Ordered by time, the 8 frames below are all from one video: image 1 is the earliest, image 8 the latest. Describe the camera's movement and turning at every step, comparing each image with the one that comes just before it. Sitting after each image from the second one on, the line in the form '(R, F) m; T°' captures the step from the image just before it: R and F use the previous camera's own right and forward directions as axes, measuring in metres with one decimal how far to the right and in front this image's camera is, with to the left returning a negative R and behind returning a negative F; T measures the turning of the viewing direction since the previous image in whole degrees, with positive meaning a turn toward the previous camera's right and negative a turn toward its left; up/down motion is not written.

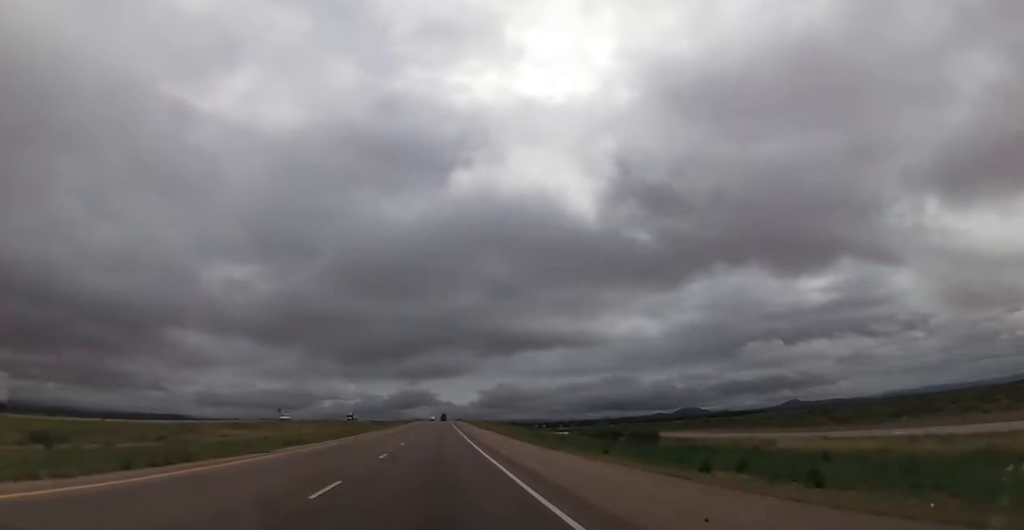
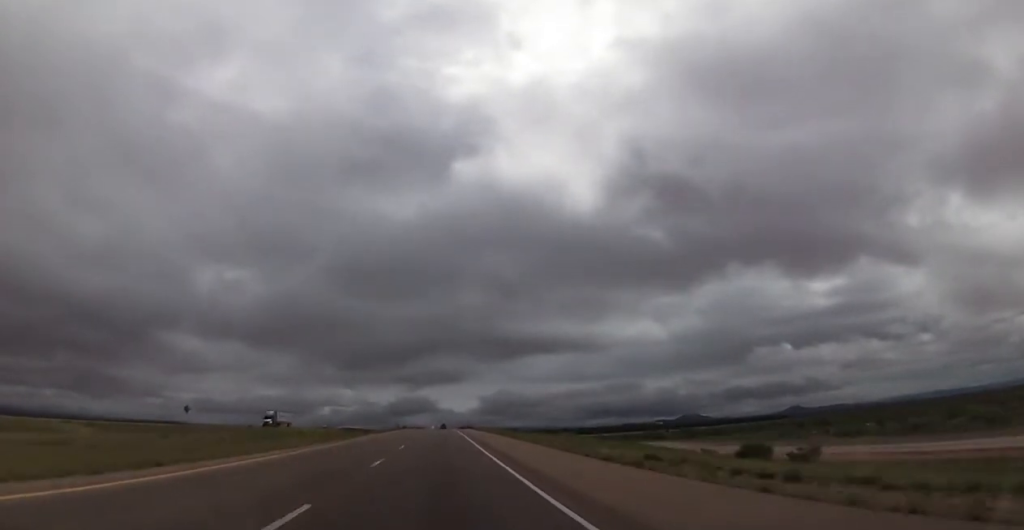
(0.0, +76.9) m; 0°
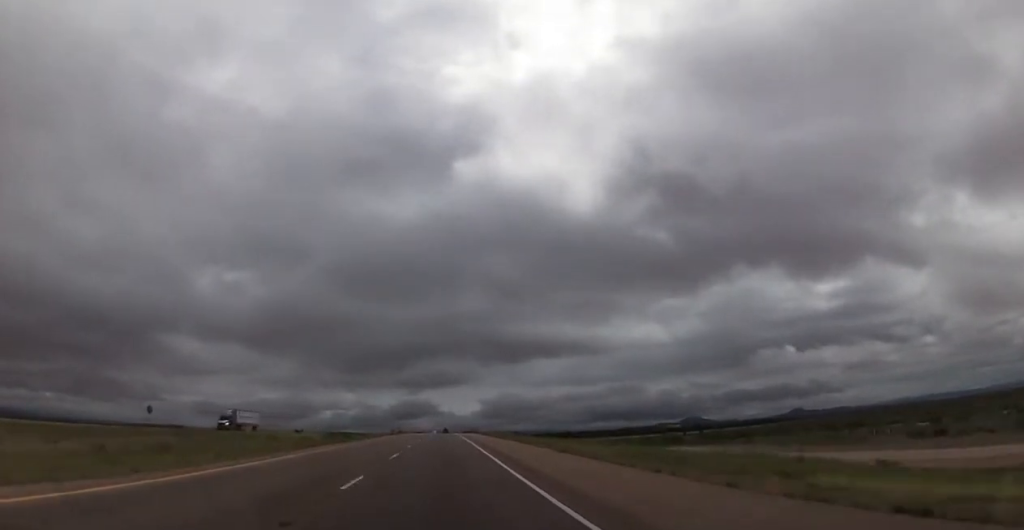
(0.0, +18.4) m; 0°
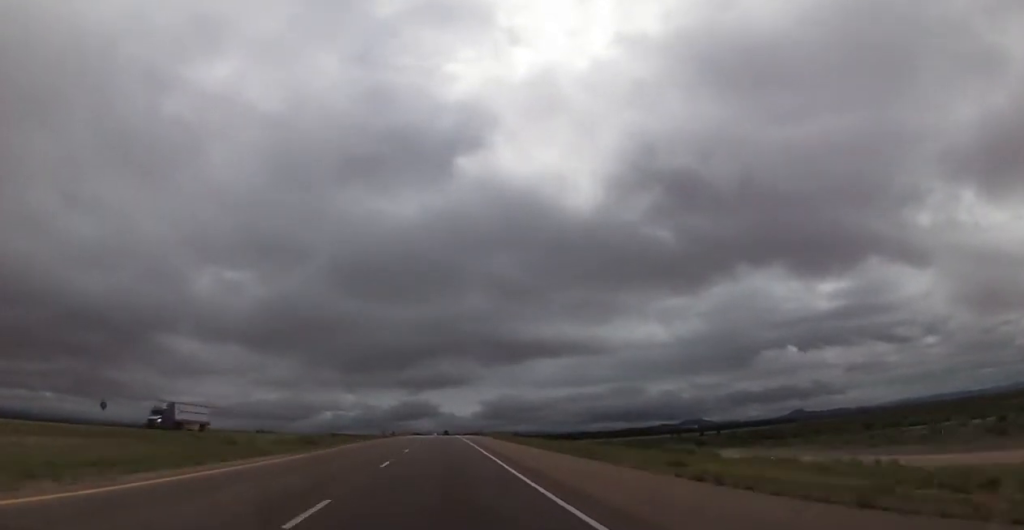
(-0.1, +17.2) m; 0°
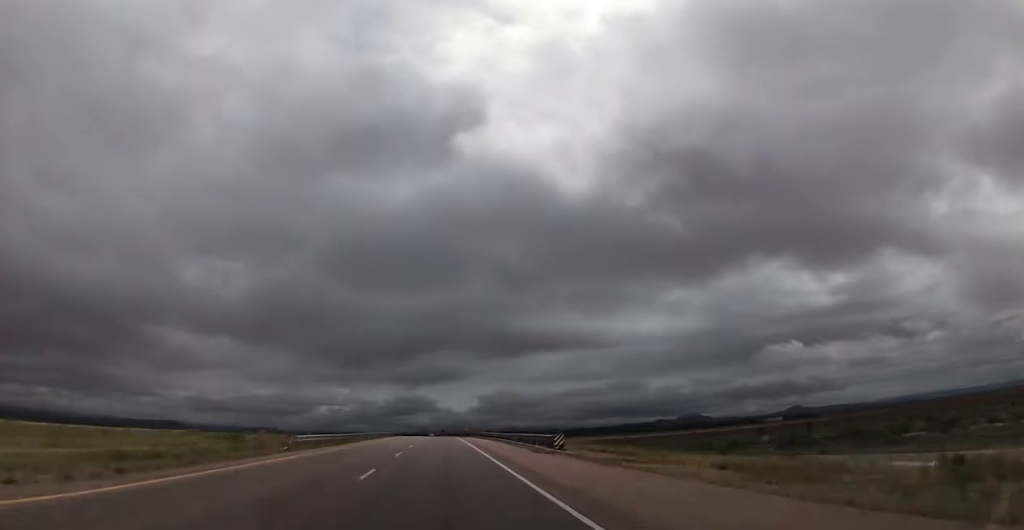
(+0.3, +65.4) m; 0°
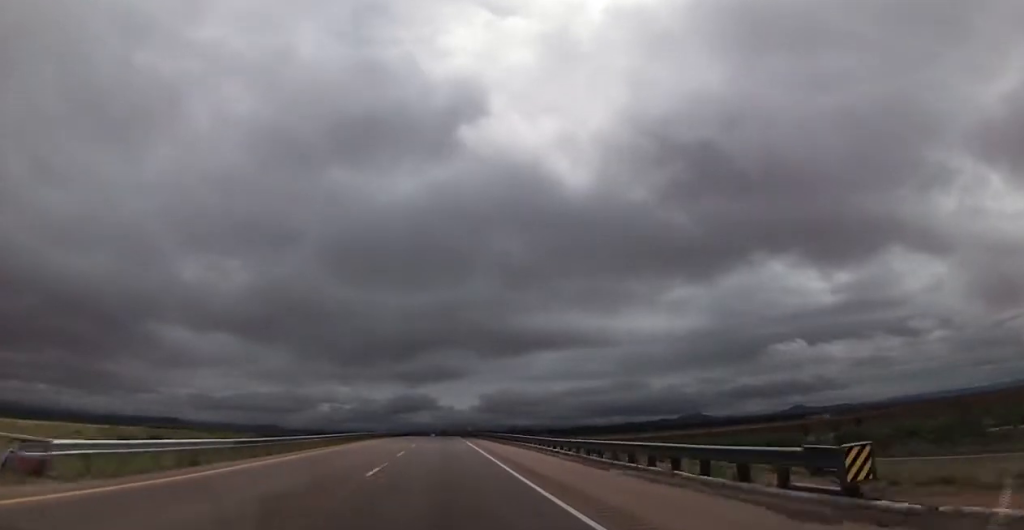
(-0.1, +23.0) m; 0°
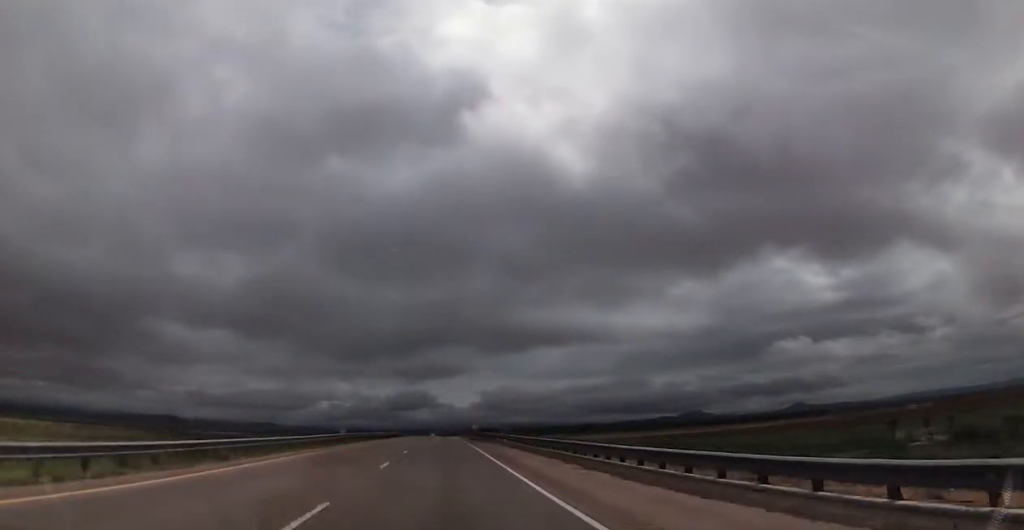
(0.0, +33.2) m; 0°
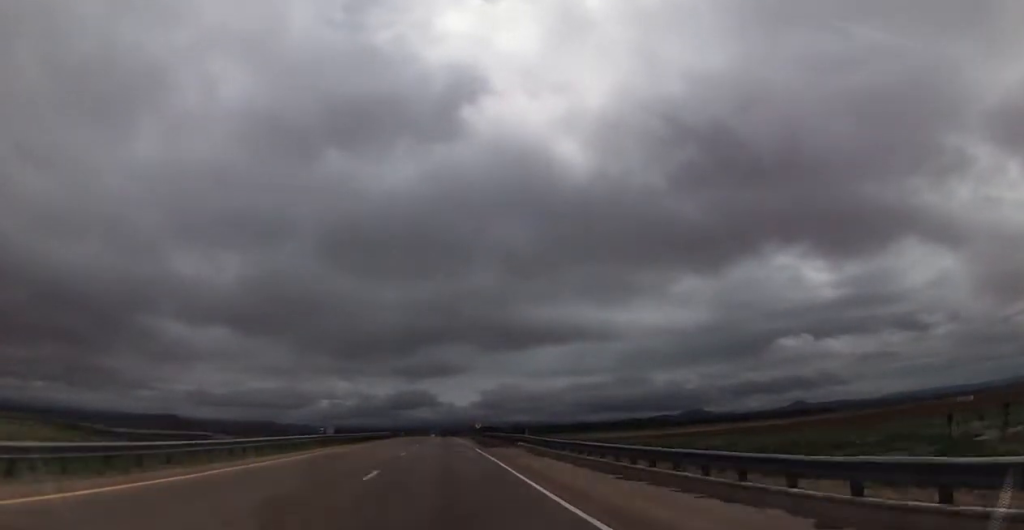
(0.0, +16.0) m; 0°
